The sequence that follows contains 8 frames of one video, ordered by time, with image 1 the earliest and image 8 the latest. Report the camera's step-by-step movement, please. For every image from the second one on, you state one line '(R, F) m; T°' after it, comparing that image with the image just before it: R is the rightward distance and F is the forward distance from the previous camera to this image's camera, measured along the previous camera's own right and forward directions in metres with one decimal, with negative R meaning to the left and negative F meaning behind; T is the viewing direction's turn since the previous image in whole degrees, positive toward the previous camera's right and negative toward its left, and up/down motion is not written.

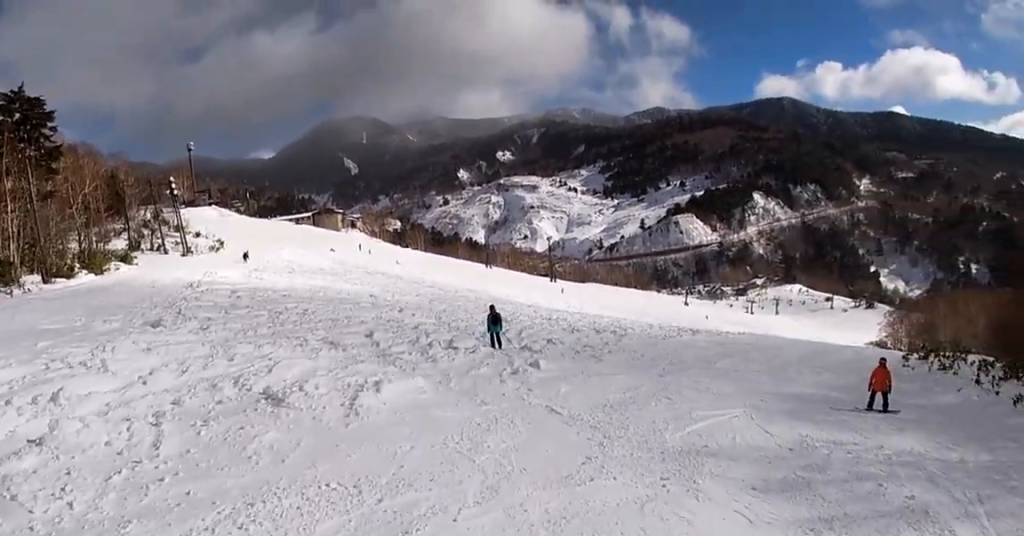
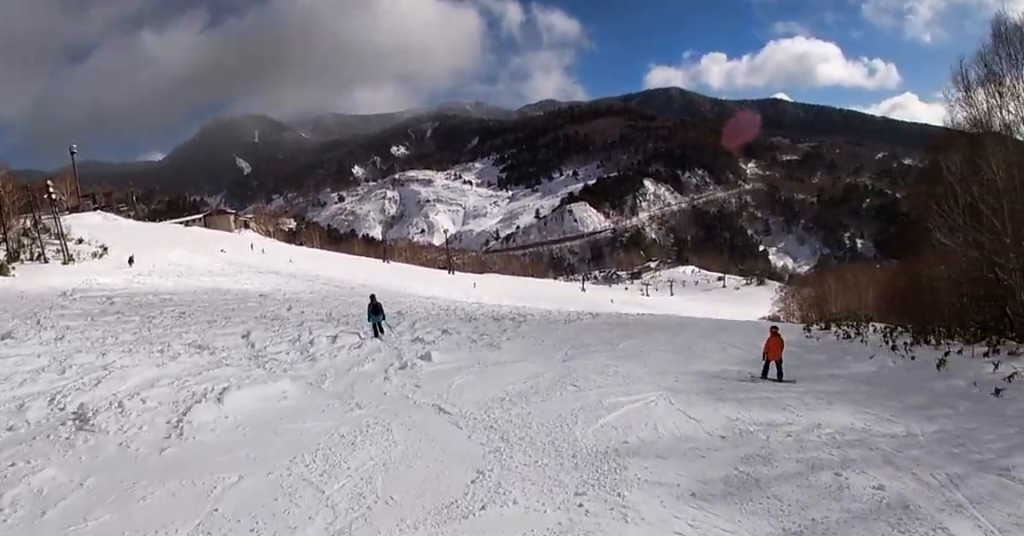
(0.0, +1.7) m; -1°
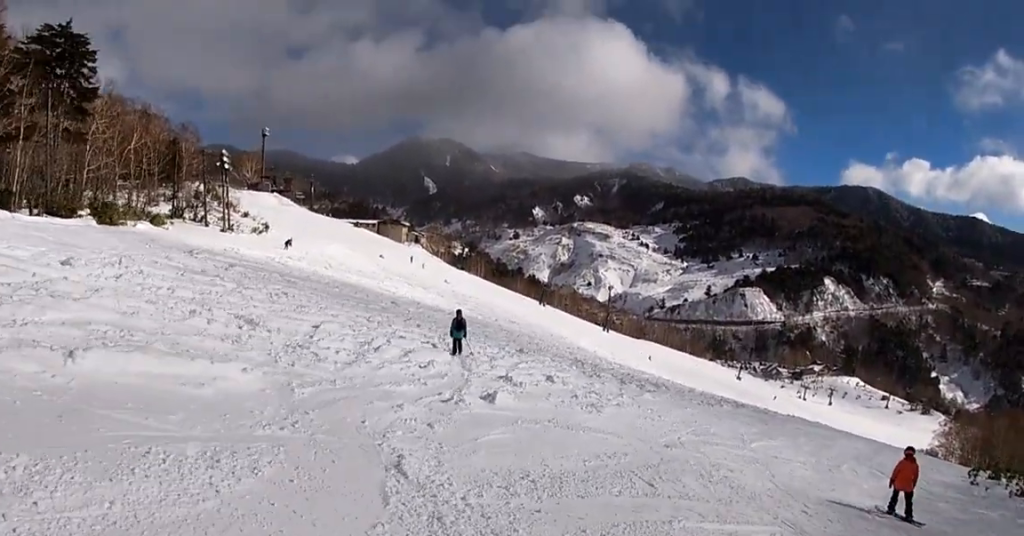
(-0.1, +3.1) m; -5°
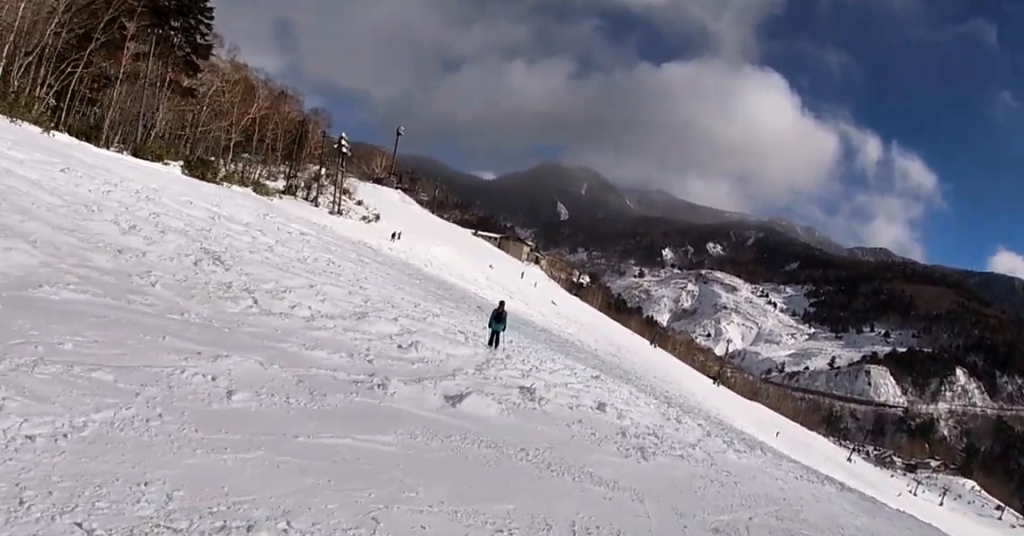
(-0.2, +3.7) m; -11°
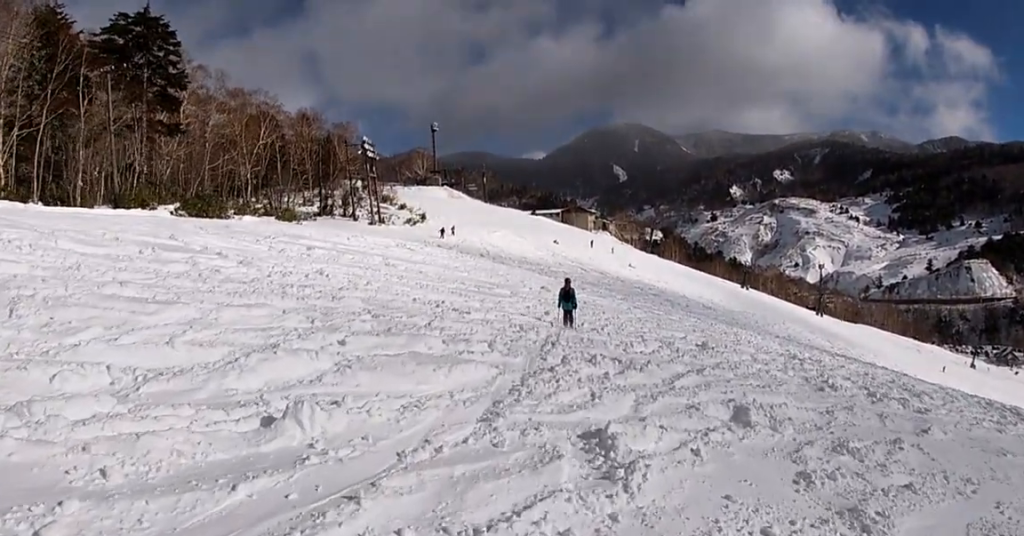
(-1.5, +6.6) m; -11°
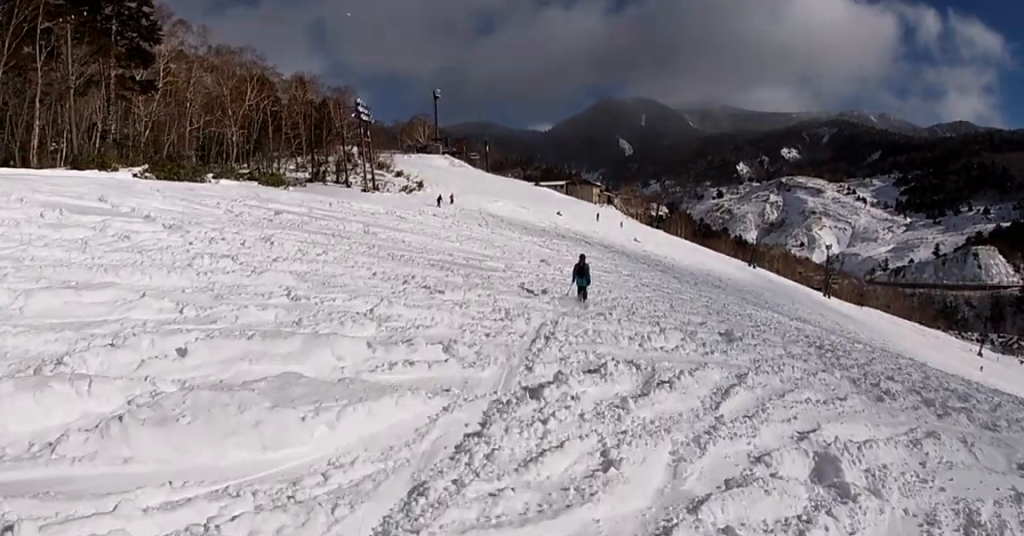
(+0.5, +3.5) m; 0°
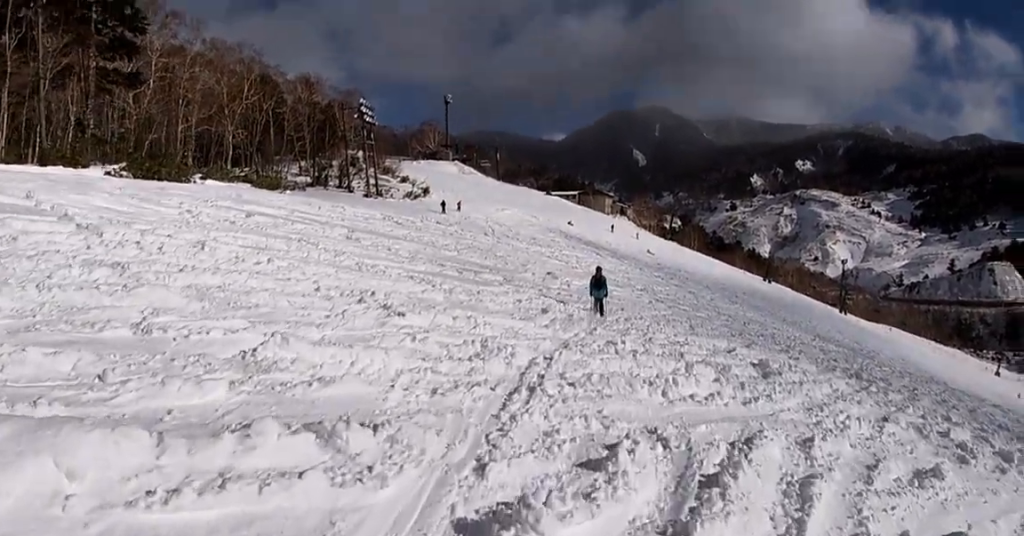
(-0.3, +3.1) m; 0°
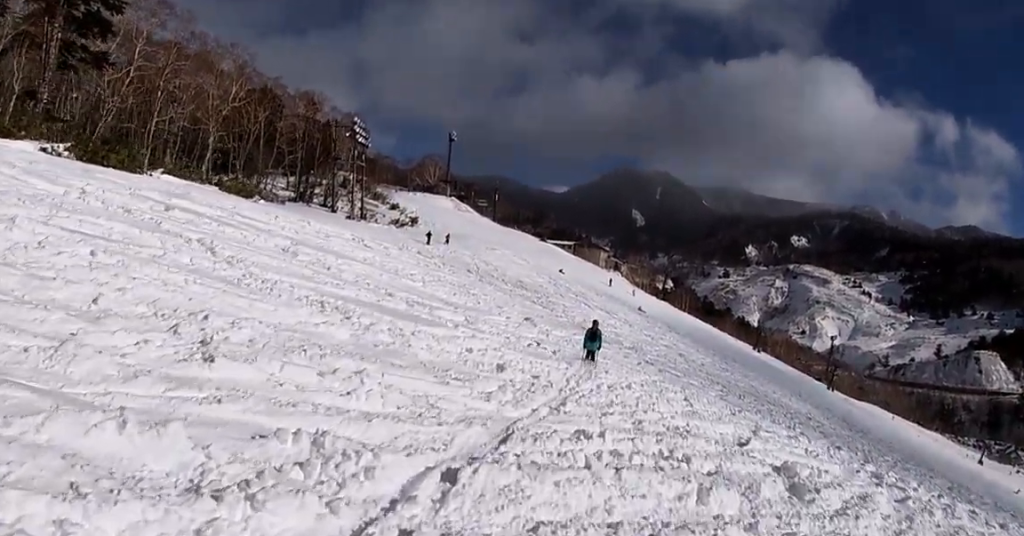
(+0.2, +4.5) m; 0°
